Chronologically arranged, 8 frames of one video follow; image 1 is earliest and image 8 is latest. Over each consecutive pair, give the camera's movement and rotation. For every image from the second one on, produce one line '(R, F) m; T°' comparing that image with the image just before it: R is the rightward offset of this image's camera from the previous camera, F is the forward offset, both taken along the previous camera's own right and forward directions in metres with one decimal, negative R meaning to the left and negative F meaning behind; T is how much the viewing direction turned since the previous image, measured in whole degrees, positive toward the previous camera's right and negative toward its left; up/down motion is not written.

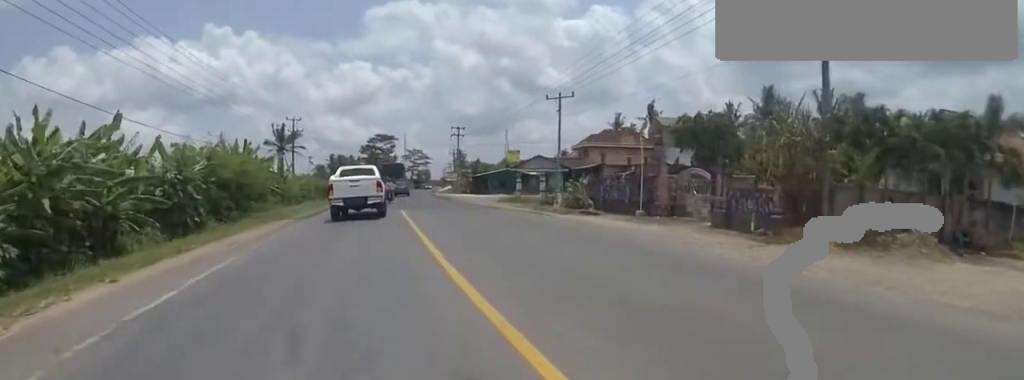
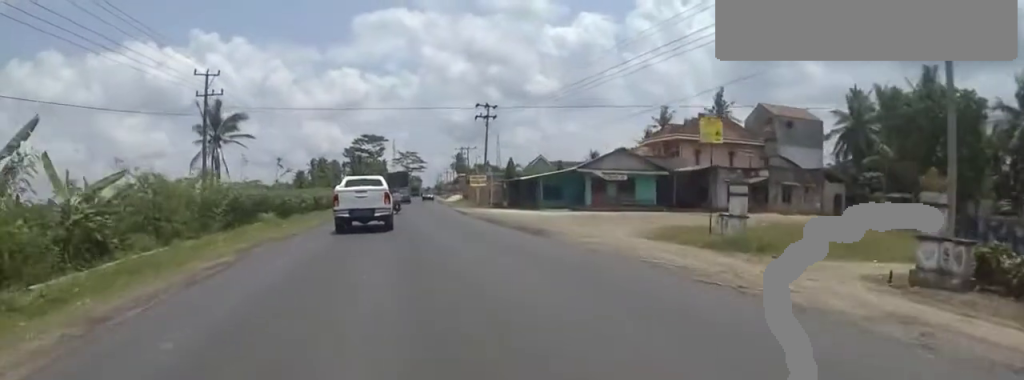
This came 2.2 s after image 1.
(-0.3, +25.9) m; -1°
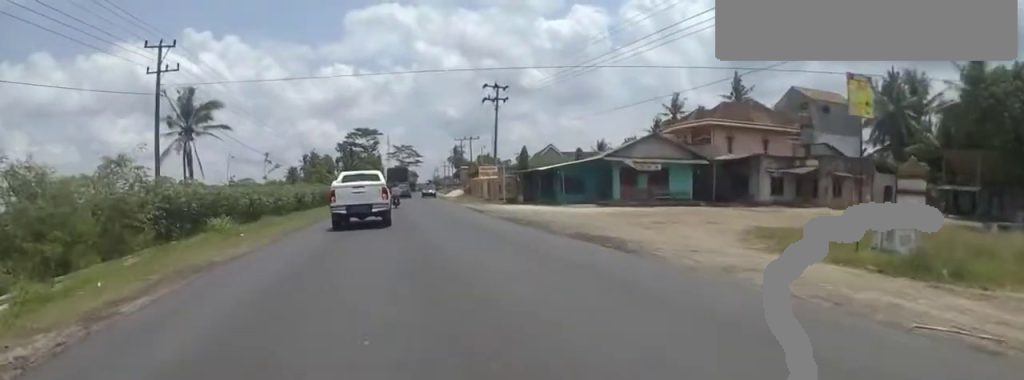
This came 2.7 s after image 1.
(0.0, +6.0) m; 0°
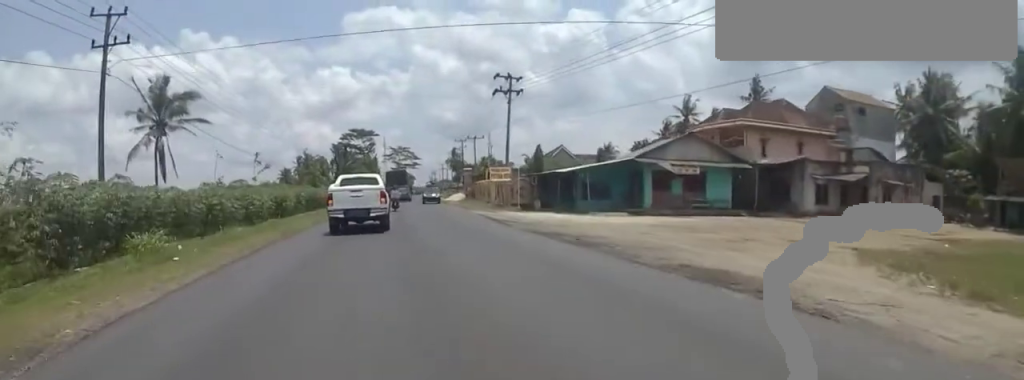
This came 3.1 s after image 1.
(0.0, +5.2) m; 0°
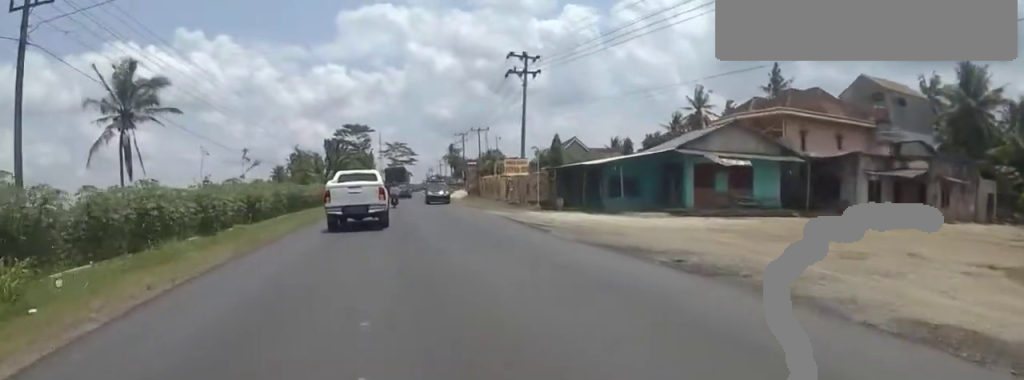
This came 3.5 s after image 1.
(0.0, +5.0) m; +2°
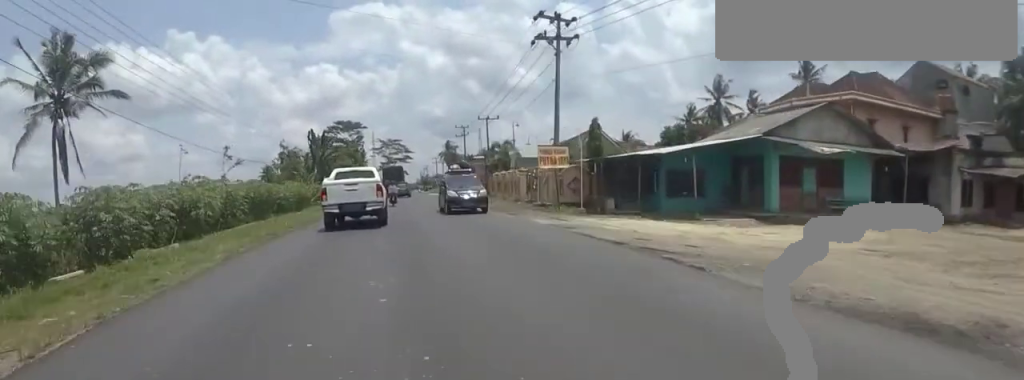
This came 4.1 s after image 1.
(-0.3, +7.0) m; +3°
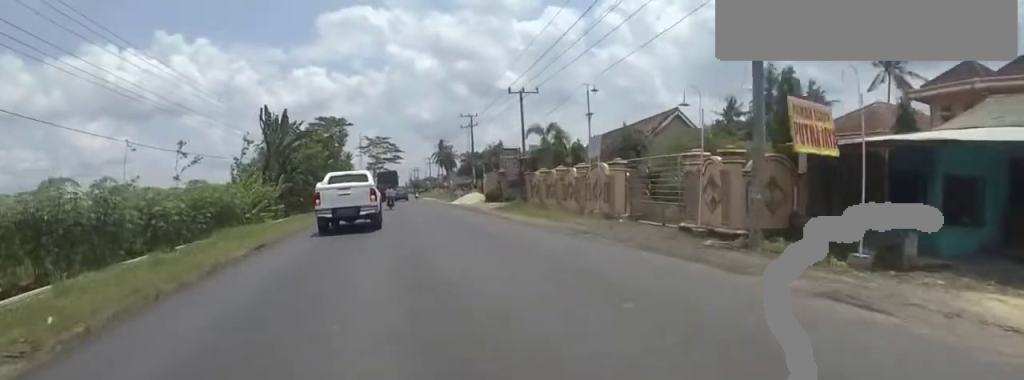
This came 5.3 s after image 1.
(+0.9, +14.5) m; 0°
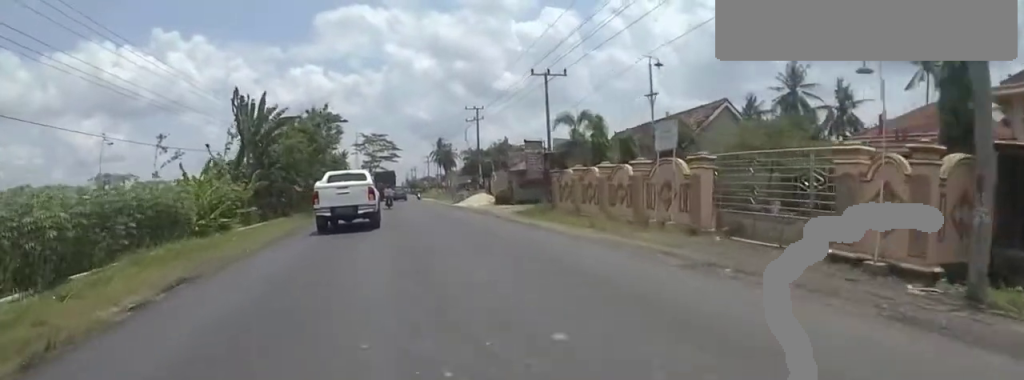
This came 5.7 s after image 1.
(-0.4, +5.6) m; 0°
